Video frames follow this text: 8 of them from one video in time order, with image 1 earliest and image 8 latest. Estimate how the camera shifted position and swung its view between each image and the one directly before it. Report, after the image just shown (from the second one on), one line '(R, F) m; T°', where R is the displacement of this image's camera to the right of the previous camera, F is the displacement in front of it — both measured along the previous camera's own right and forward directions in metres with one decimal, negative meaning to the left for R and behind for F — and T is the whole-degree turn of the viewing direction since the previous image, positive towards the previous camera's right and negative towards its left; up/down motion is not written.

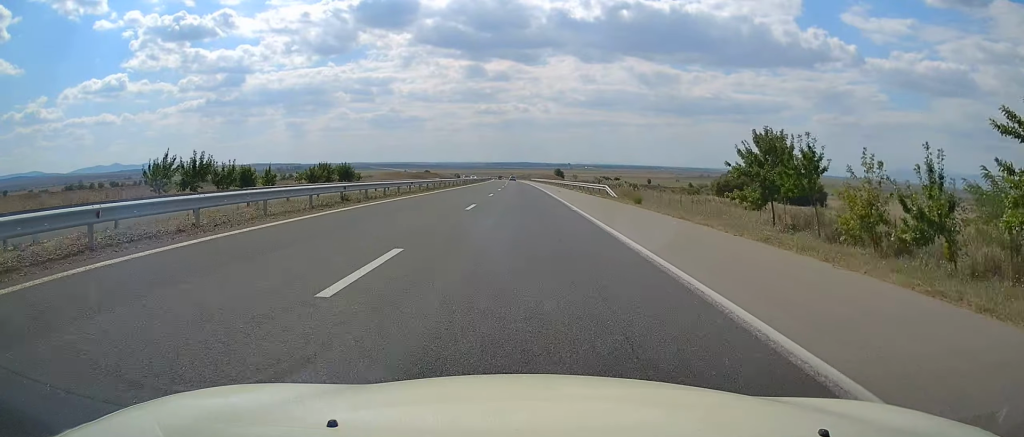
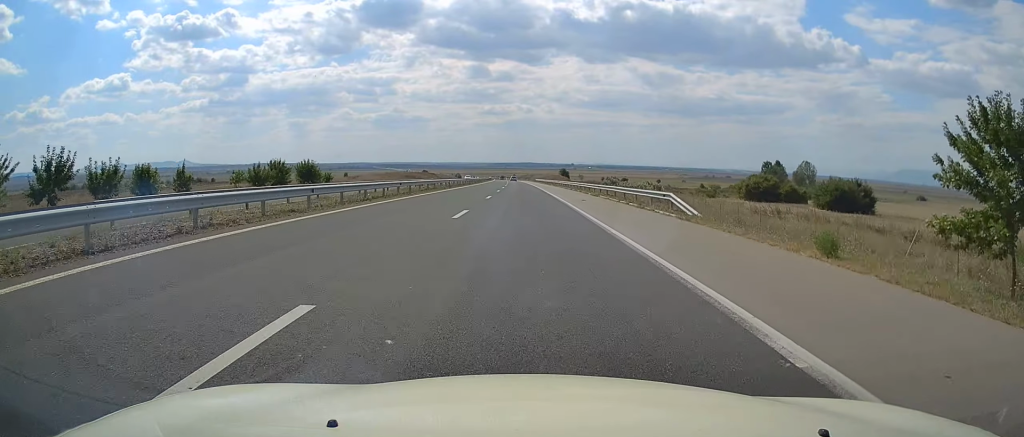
(-0.1, +20.1) m; 0°
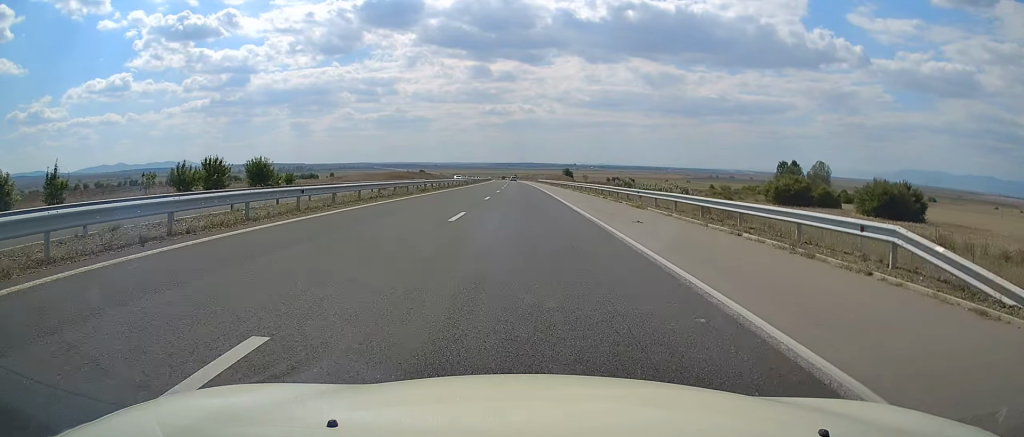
(0.0, +17.0) m; 0°
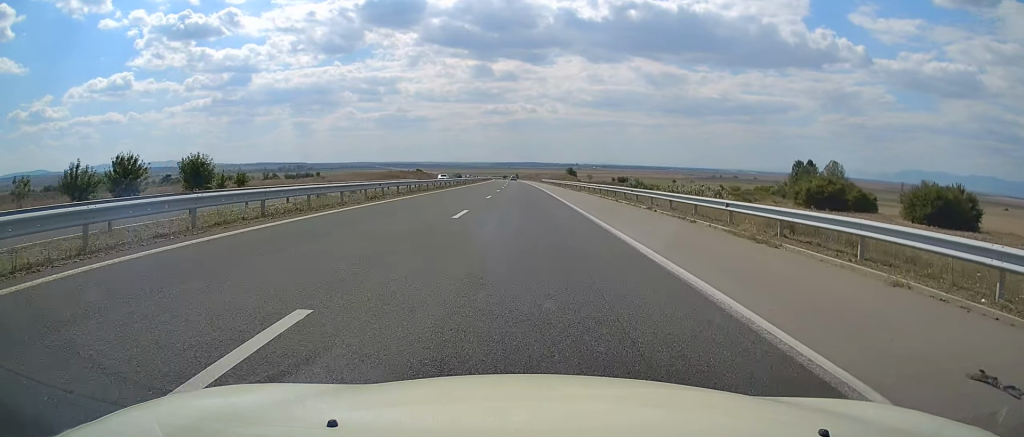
(0.0, +14.9) m; 0°
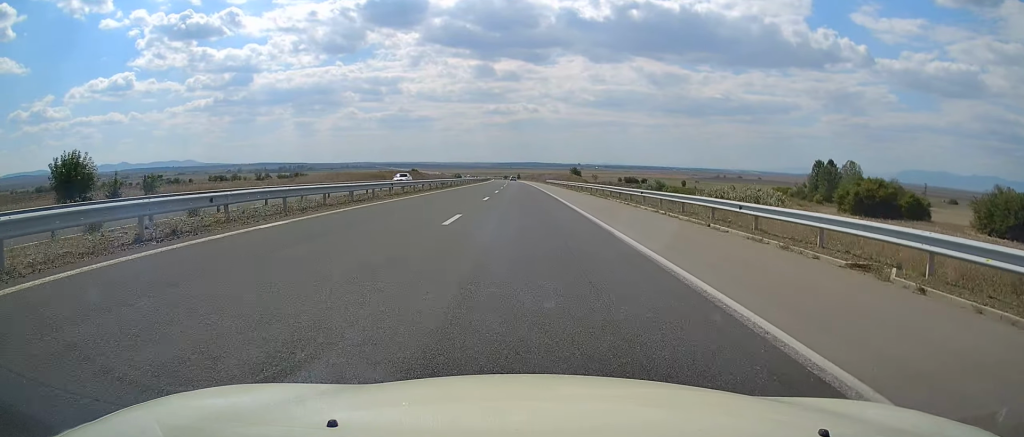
(0.0, +18.1) m; 0°
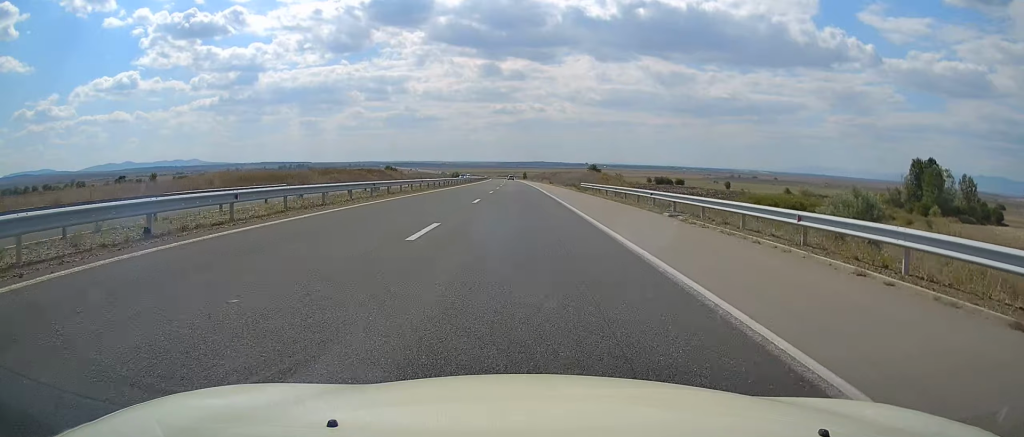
(-0.3, +67.1) m; -1°
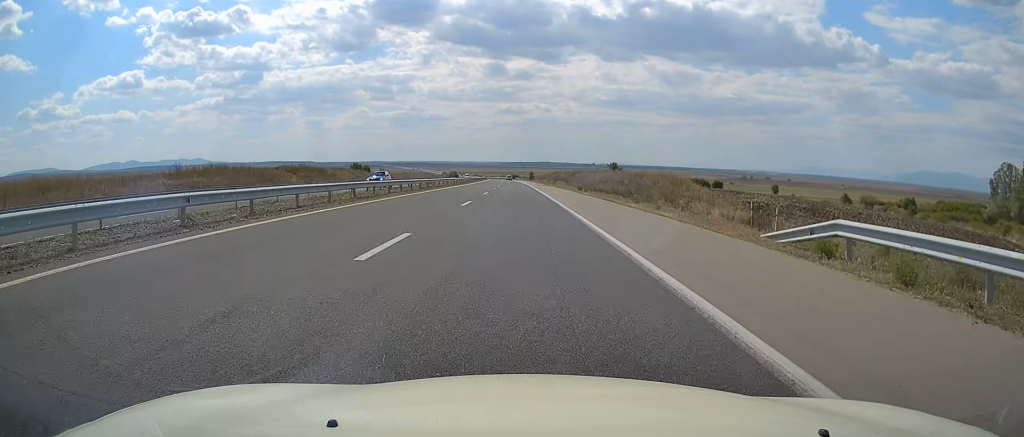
(-0.6, +50.1) m; -1°
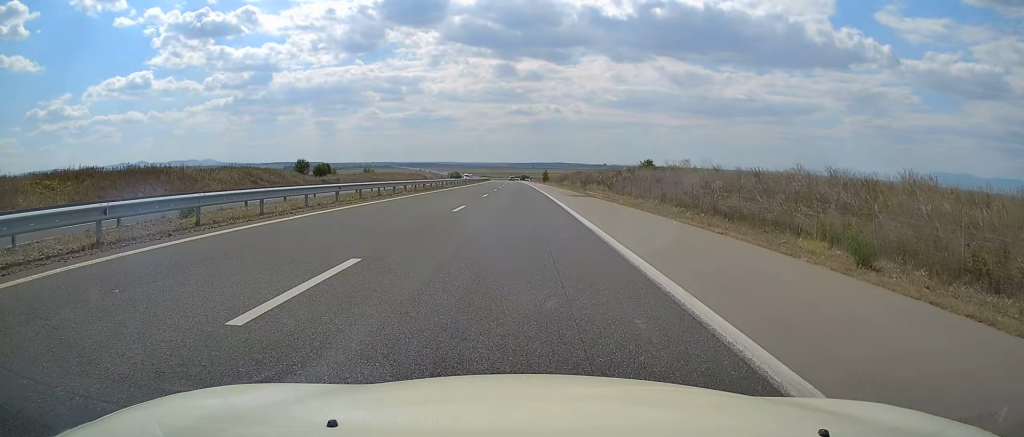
(0.0, +51.2) m; -1°
